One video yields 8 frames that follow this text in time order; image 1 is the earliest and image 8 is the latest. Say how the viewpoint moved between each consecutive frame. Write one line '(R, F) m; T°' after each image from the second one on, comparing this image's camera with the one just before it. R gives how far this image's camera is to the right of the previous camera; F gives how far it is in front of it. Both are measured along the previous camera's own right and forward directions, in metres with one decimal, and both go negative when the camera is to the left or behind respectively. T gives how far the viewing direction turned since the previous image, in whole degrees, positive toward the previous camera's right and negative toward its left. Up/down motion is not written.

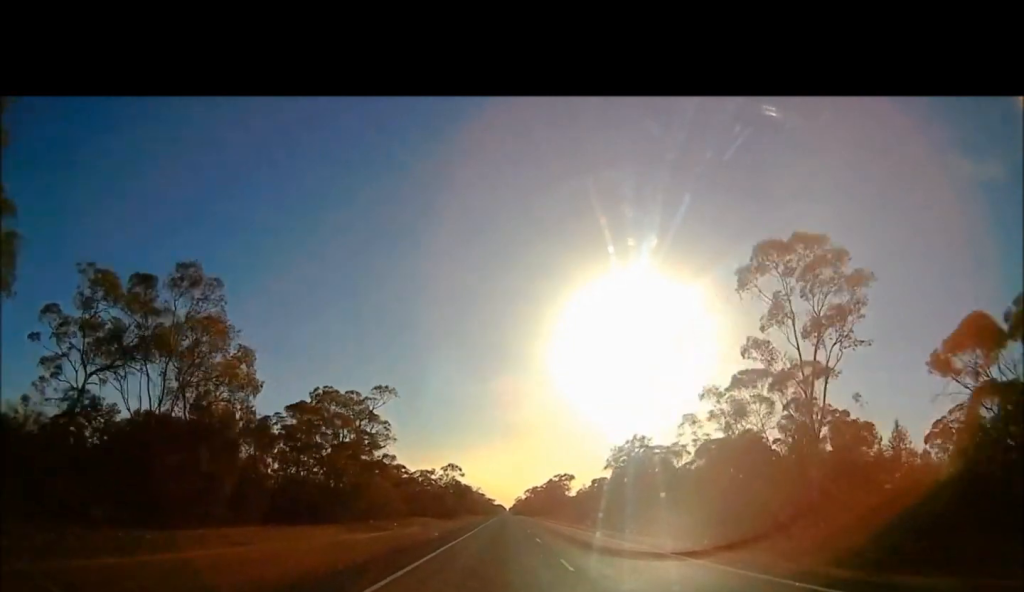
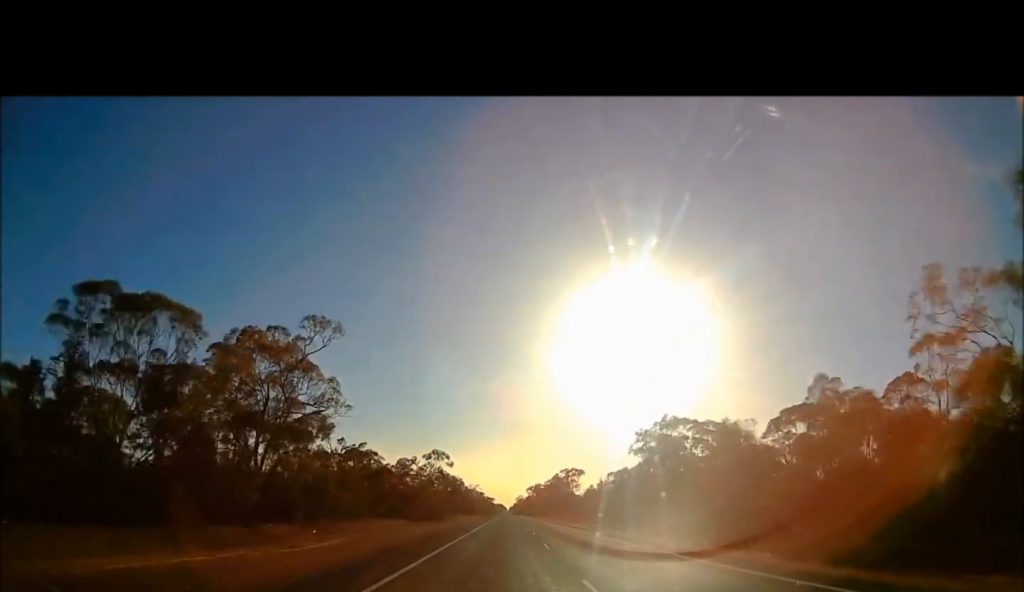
(0.0, +29.1) m; 0°
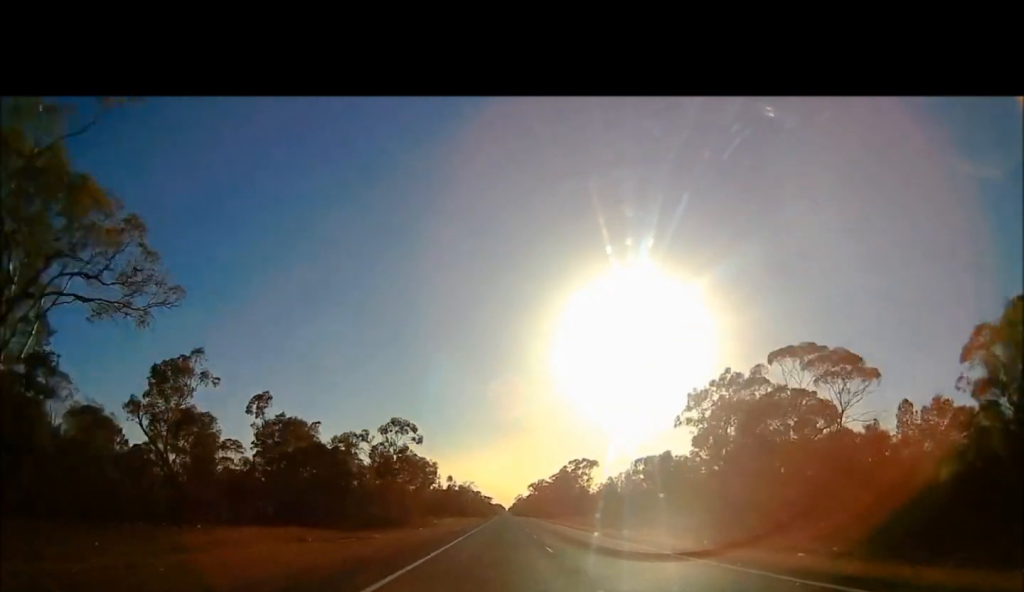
(0.0, +36.9) m; 0°
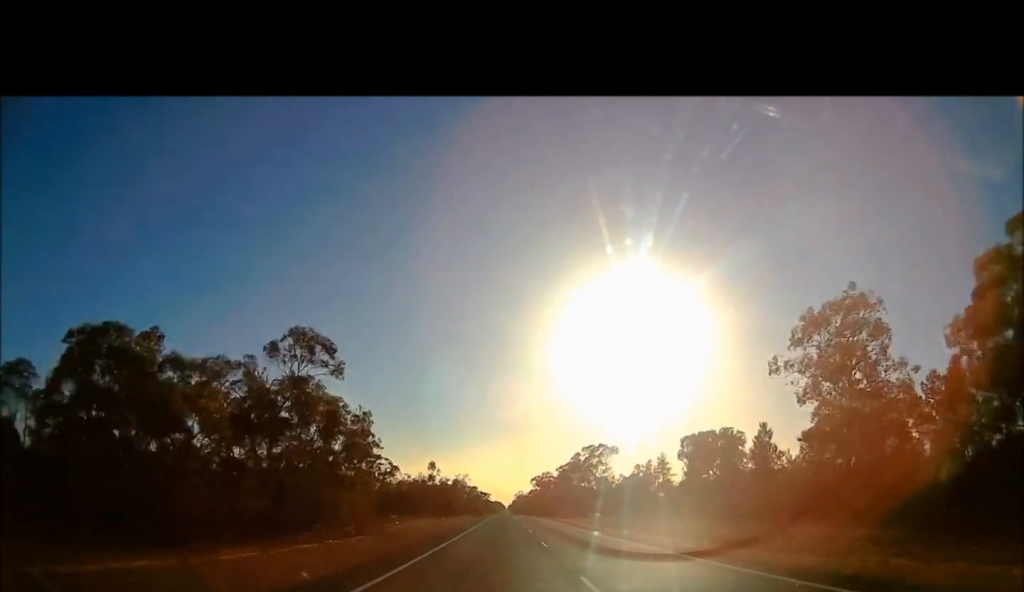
(0.0, +34.6) m; 0°
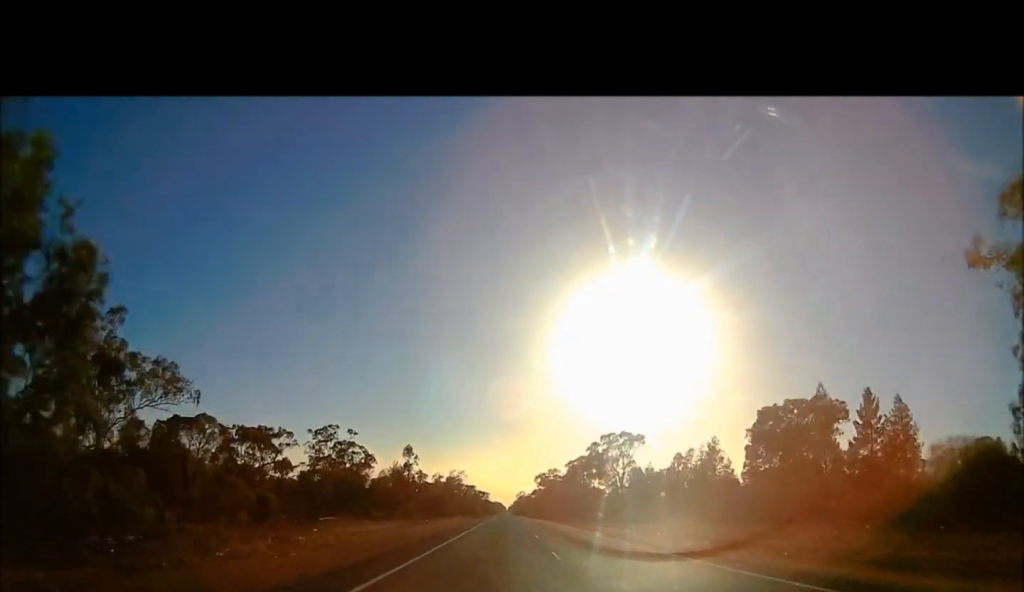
(0.0, +27.9) m; 0°
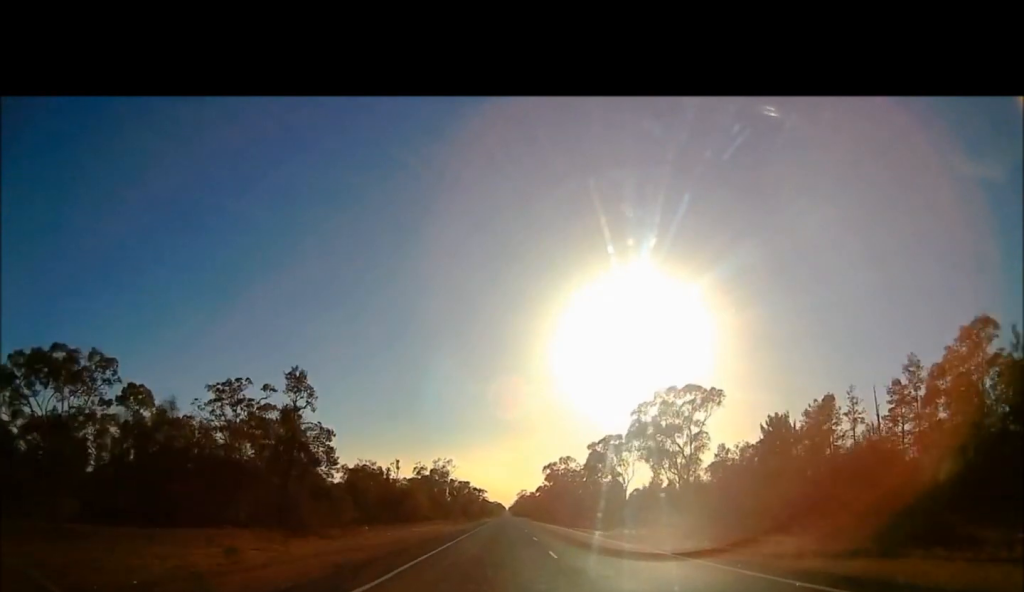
(0.0, +46.9) m; 0°
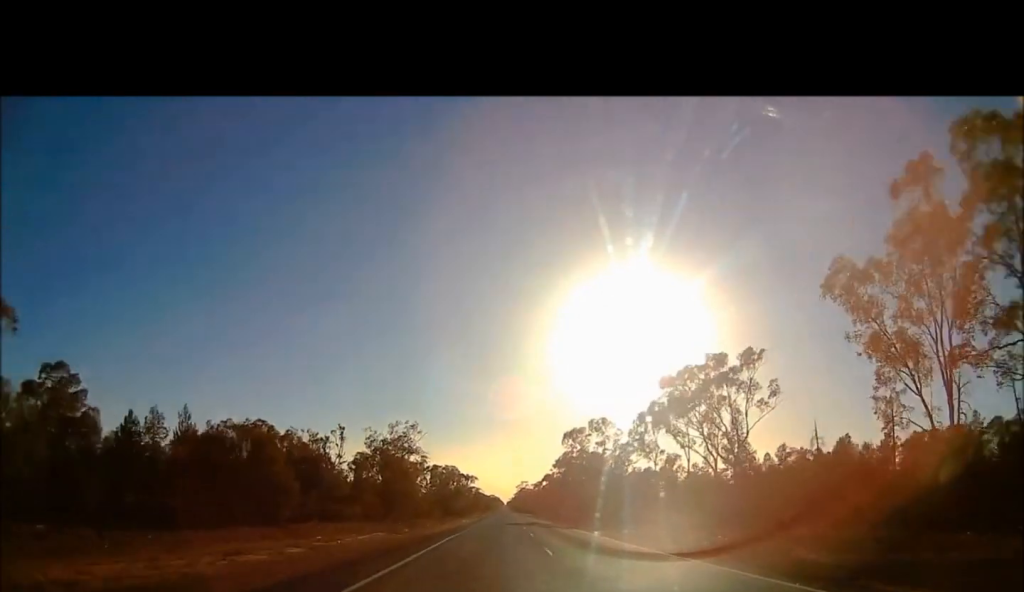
(+1.4, +60.0) m; +1°
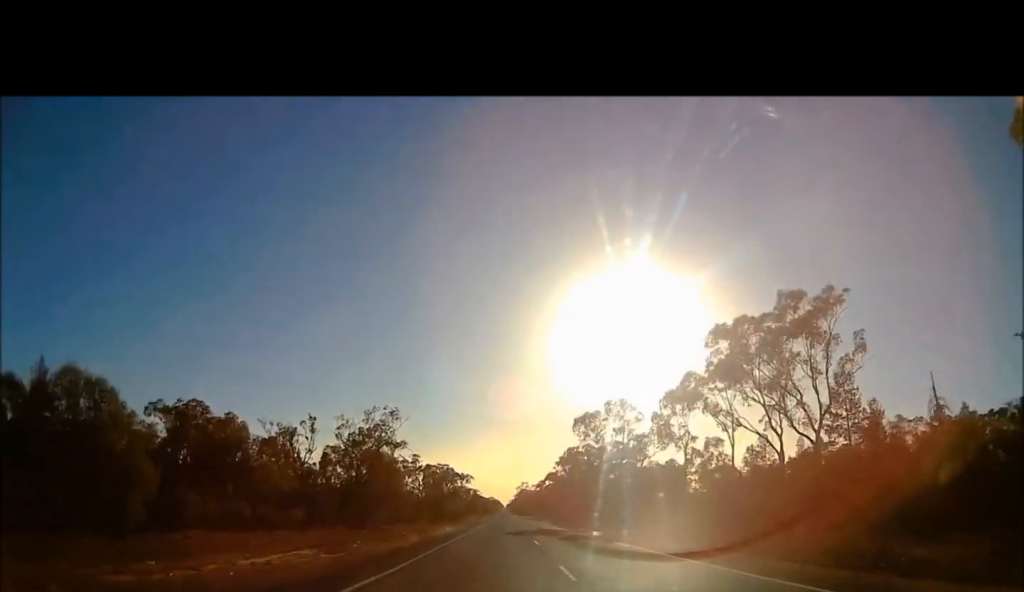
(+0.1, +17.8) m; -1°
